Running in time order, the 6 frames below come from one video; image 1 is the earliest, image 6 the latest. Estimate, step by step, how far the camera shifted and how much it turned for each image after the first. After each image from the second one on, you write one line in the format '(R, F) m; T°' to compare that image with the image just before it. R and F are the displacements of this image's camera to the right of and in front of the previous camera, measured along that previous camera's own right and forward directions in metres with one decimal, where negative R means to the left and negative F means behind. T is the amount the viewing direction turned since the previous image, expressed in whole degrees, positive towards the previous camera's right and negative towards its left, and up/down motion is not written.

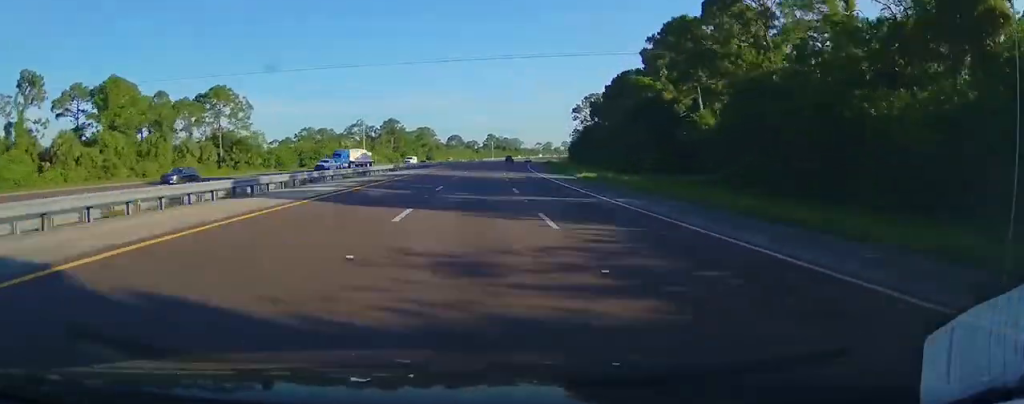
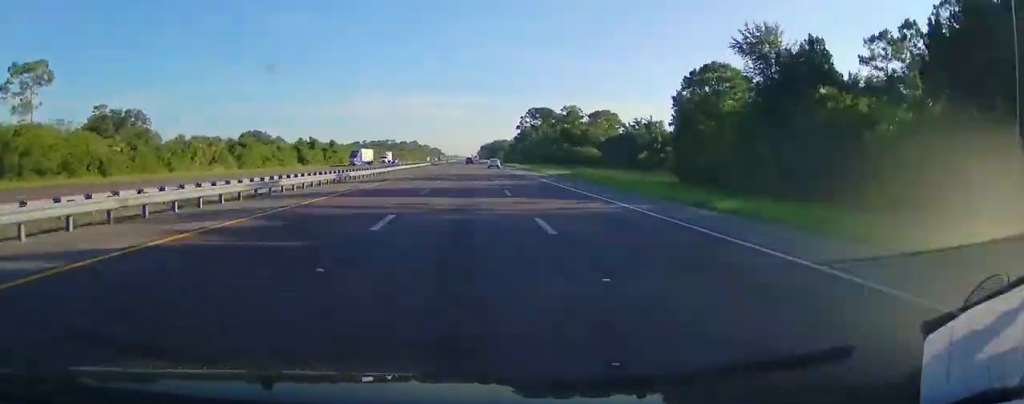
(+129.8, +479.0) m; +25°
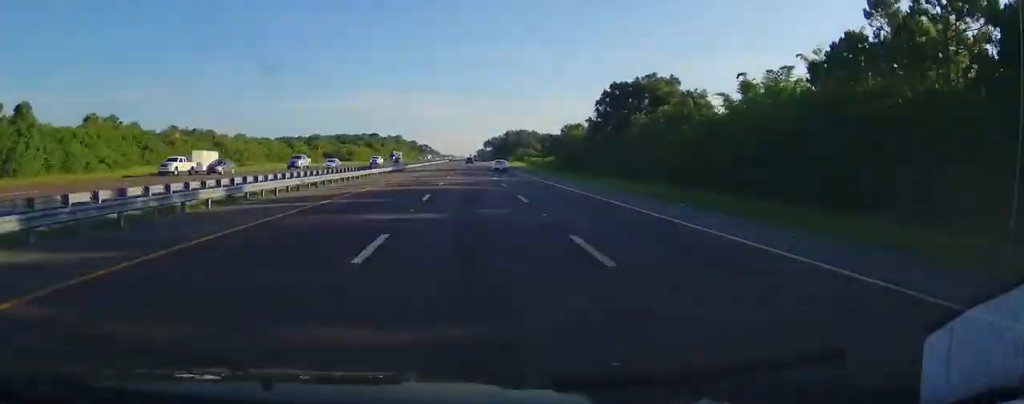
(+1.6, +190.0) m; 0°
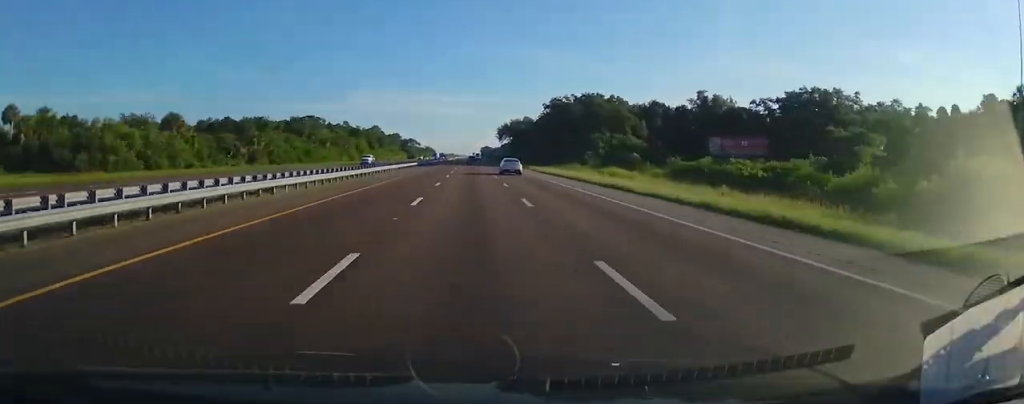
(-0.7, +191.8) m; 0°
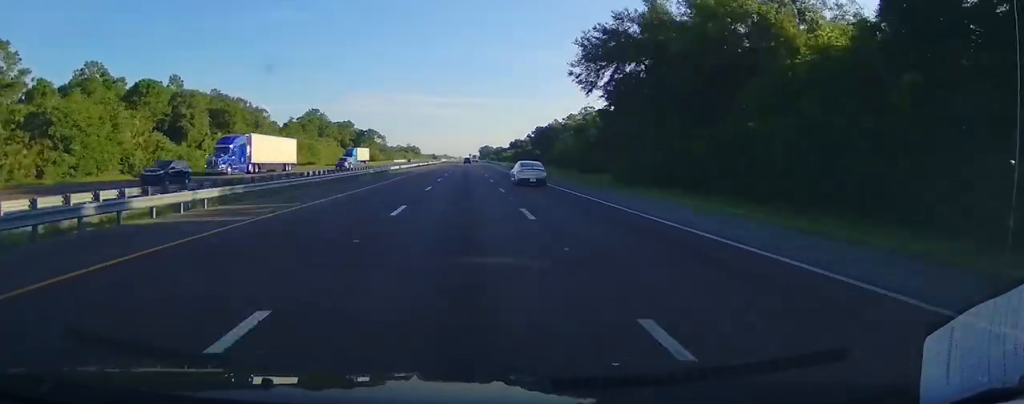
(+0.2, +123.3) m; 0°
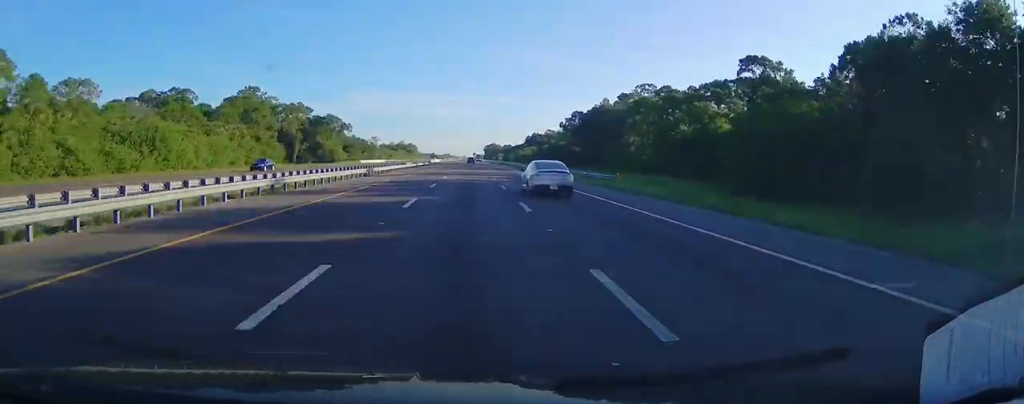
(-0.1, +69.6) m; 0°
